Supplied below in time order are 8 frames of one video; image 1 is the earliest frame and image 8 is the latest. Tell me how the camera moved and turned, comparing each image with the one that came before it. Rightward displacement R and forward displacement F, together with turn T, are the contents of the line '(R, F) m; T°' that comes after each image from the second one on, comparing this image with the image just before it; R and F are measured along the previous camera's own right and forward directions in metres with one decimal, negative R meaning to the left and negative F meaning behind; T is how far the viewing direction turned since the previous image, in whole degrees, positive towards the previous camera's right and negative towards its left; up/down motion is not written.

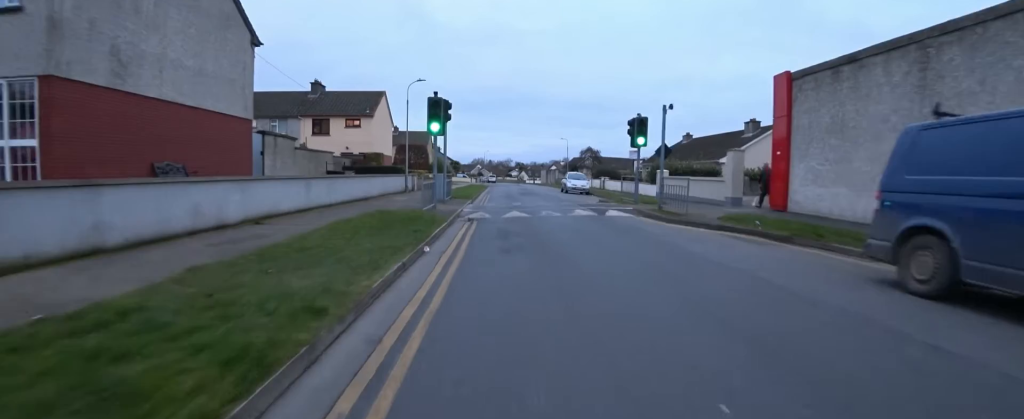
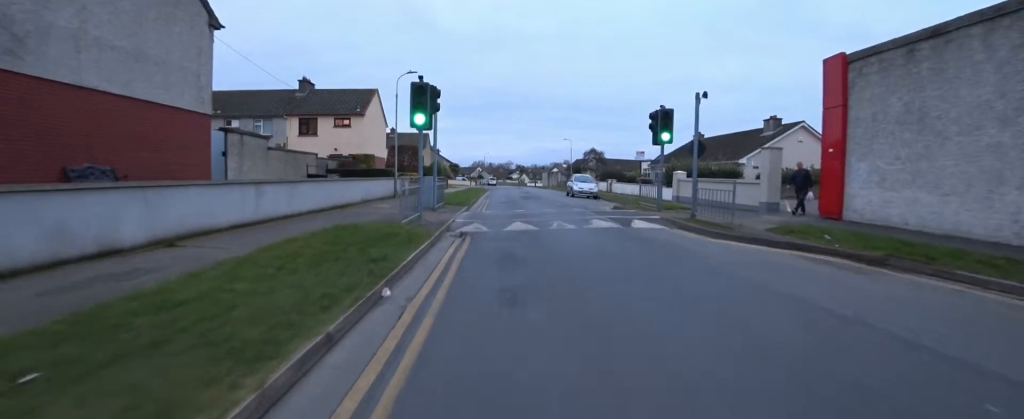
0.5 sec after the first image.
(+0.2, +2.4) m; +4°
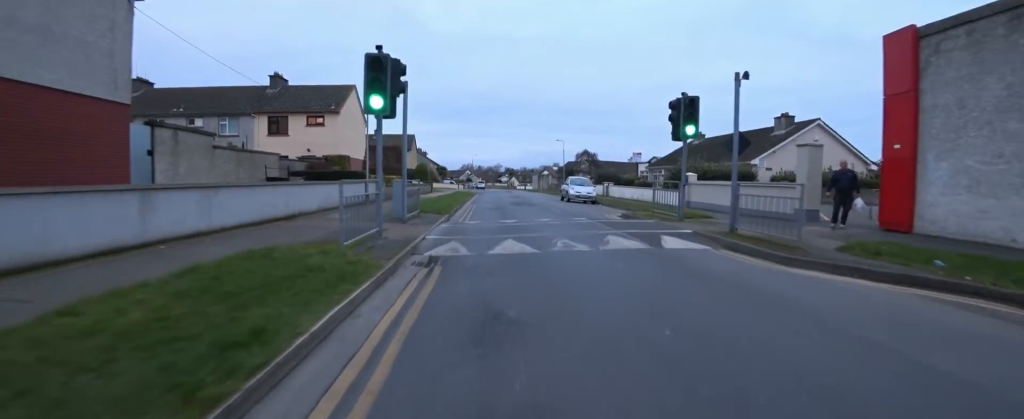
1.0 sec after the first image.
(0.0, +2.7) m; -6°
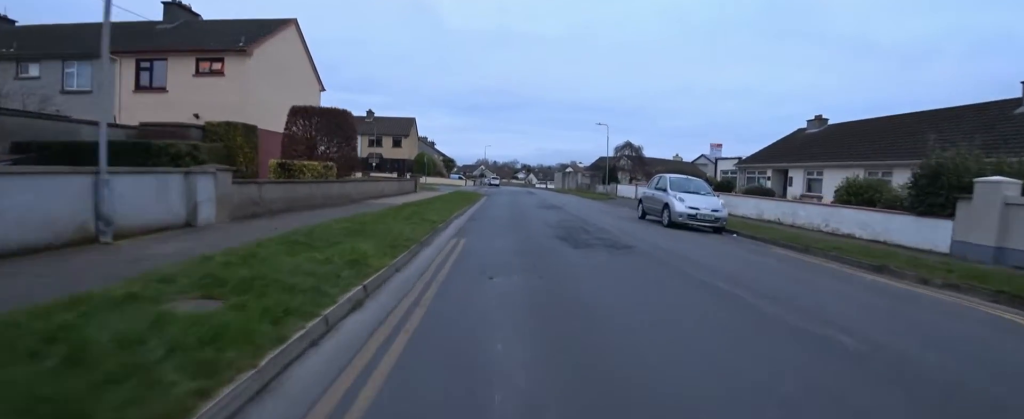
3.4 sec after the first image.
(-2.5, +12.1) m; -7°
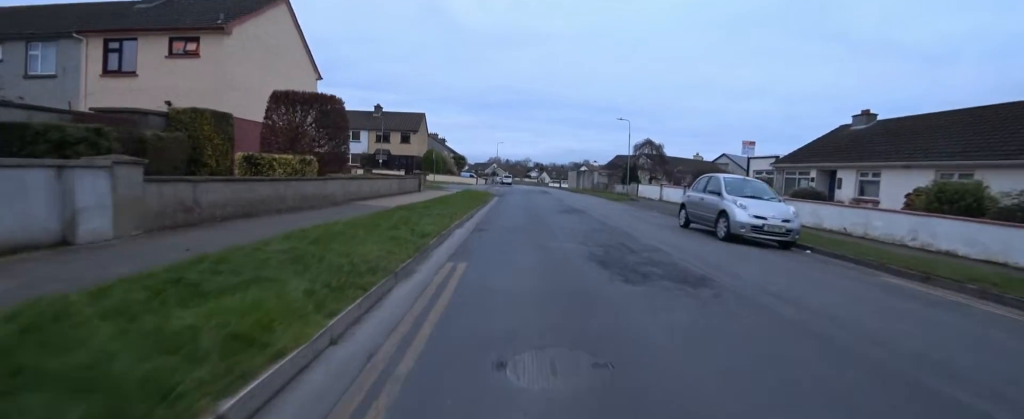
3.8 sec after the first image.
(+0.1, +2.4) m; +2°
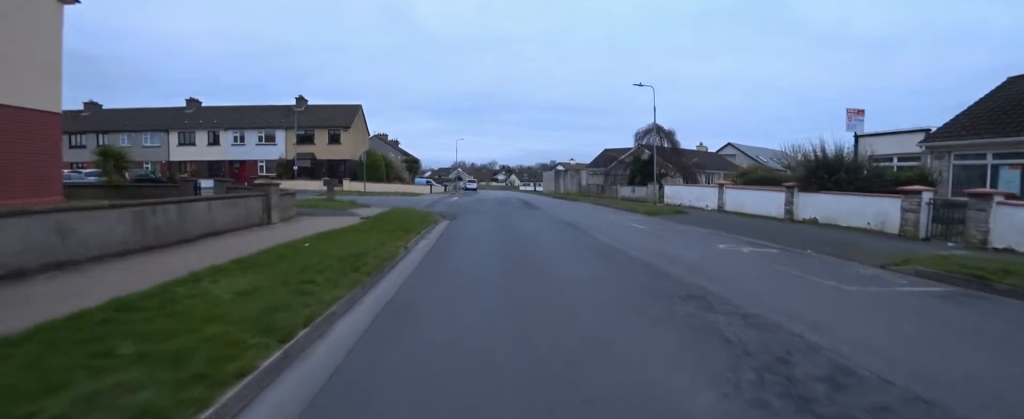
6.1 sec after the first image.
(-1.0, +11.6) m; -8°
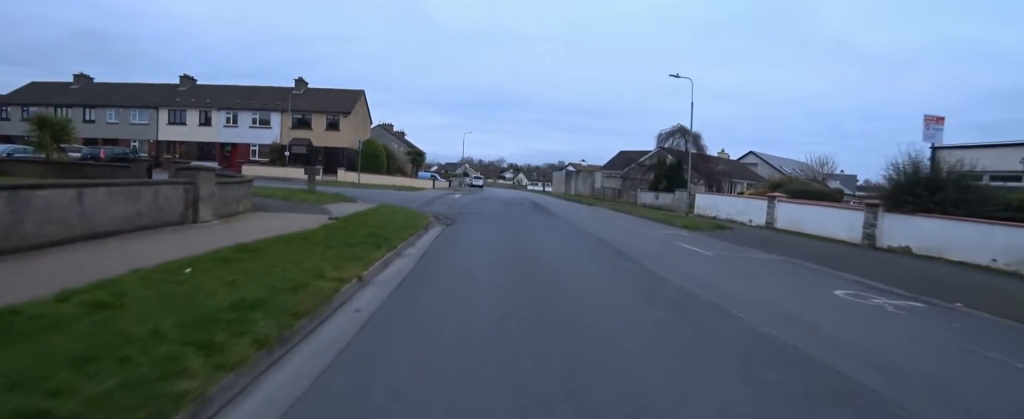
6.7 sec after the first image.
(-0.3, +2.7) m; +1°
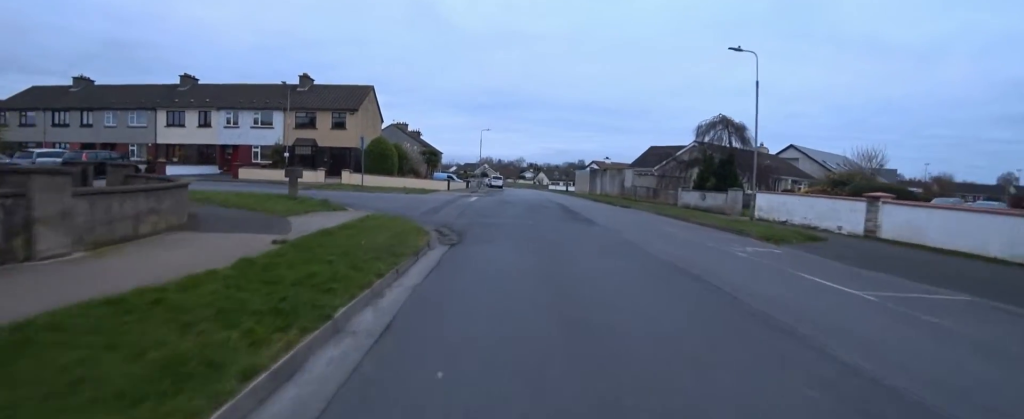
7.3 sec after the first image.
(+0.6, +3.0) m; 0°
